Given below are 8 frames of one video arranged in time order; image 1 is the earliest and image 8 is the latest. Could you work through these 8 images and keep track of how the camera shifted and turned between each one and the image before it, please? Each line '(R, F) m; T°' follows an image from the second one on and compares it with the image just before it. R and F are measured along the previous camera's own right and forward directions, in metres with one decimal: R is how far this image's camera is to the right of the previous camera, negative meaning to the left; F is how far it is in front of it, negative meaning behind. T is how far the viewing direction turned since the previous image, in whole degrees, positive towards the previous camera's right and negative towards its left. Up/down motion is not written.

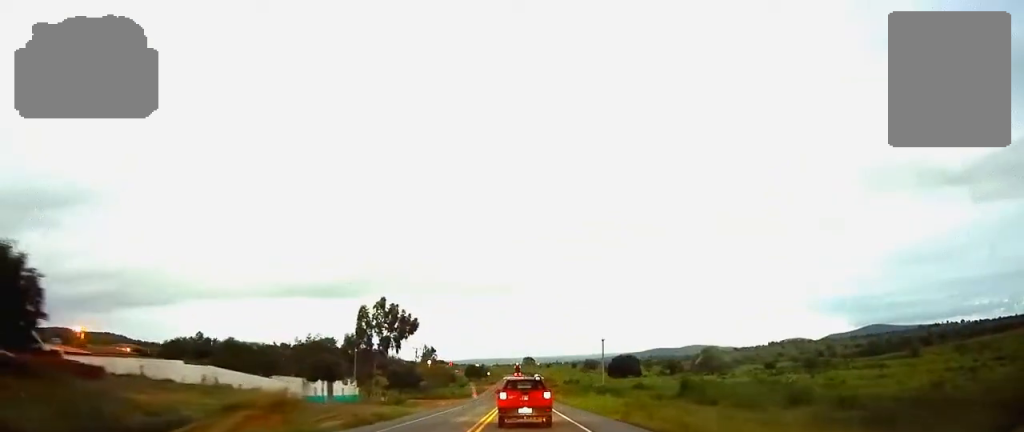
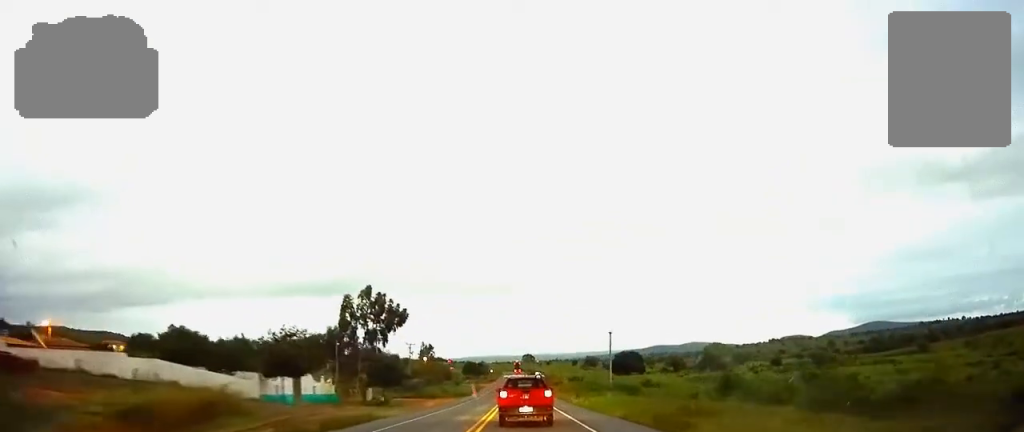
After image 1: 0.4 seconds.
(-0.1, +10.3) m; 0°
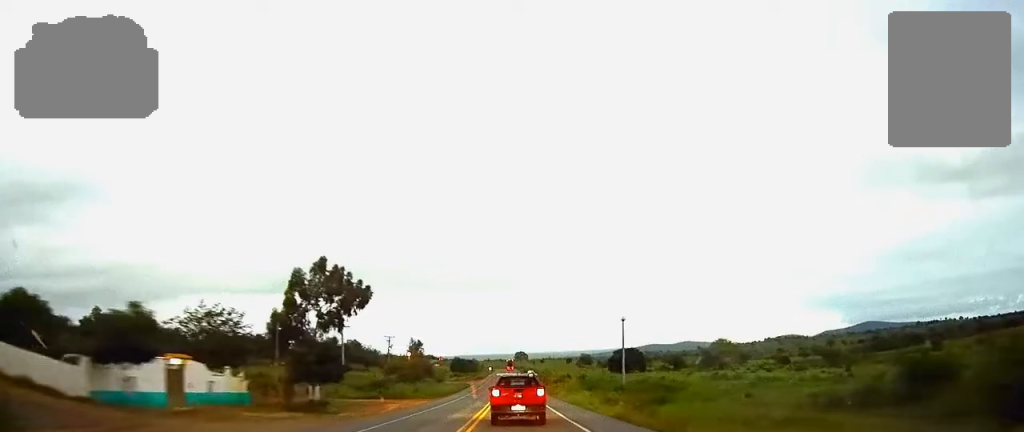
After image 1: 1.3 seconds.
(+0.2, +20.8) m; +1°
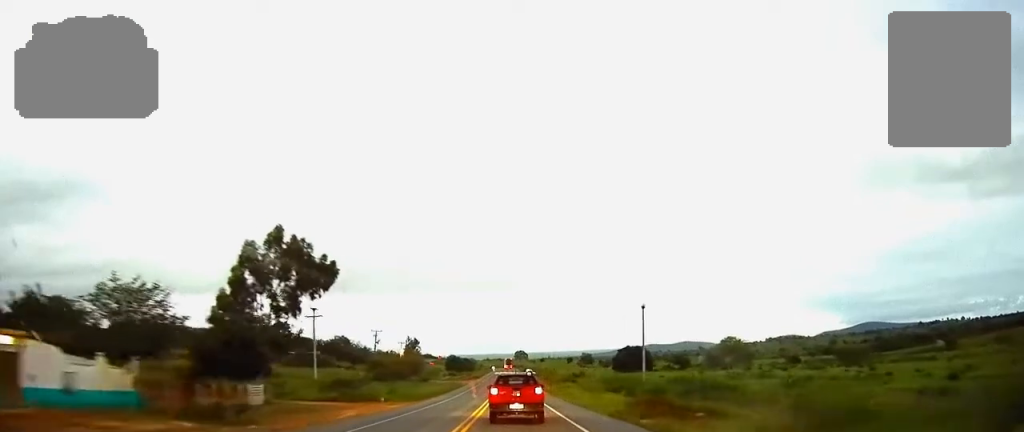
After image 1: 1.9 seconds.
(+0.1, +15.2) m; 0°
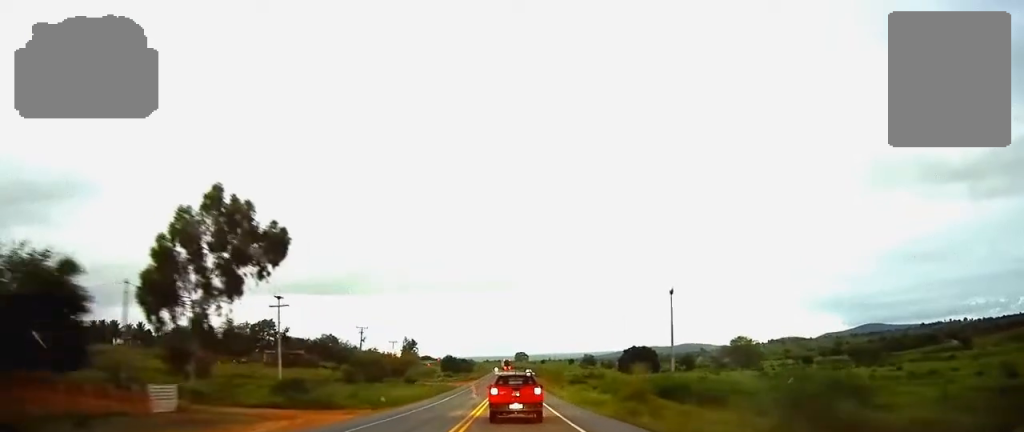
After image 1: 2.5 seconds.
(+0.1, +14.4) m; 0°
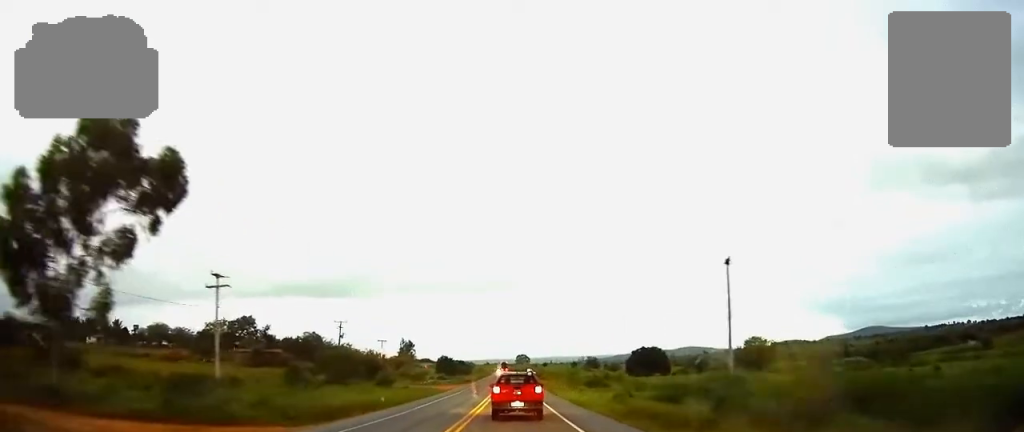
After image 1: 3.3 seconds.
(-0.1, +17.7) m; 0°
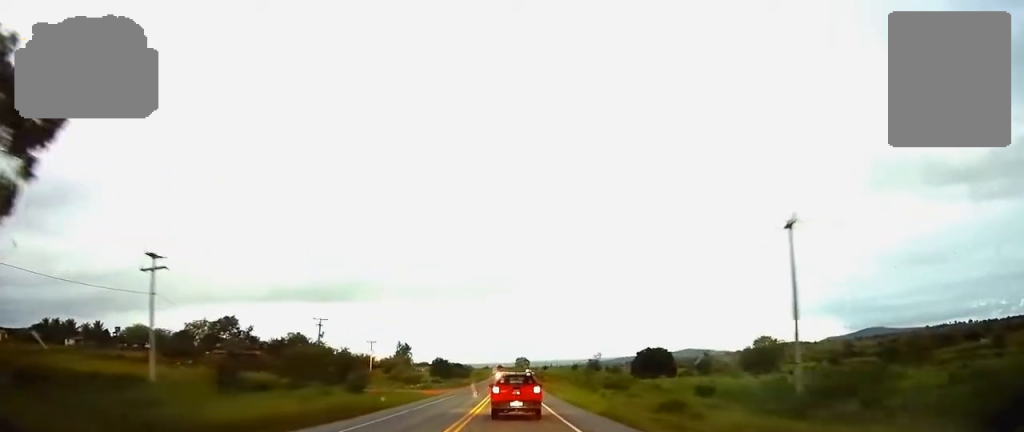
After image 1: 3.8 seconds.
(0.0, +12.2) m; 0°
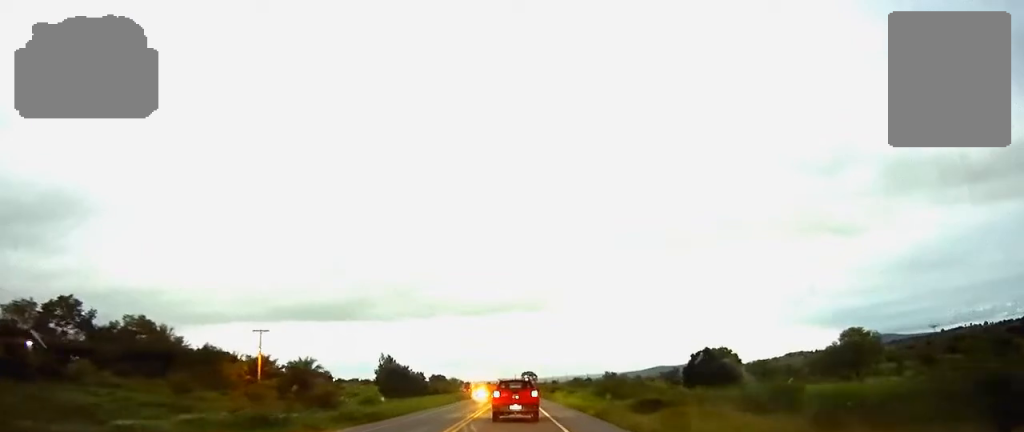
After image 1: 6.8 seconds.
(+0.2, +75.1) m; 0°
